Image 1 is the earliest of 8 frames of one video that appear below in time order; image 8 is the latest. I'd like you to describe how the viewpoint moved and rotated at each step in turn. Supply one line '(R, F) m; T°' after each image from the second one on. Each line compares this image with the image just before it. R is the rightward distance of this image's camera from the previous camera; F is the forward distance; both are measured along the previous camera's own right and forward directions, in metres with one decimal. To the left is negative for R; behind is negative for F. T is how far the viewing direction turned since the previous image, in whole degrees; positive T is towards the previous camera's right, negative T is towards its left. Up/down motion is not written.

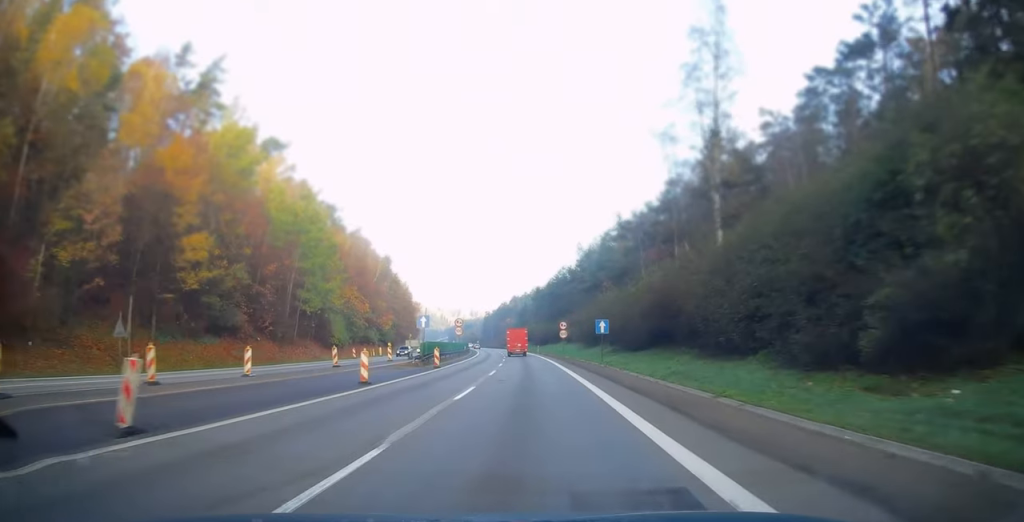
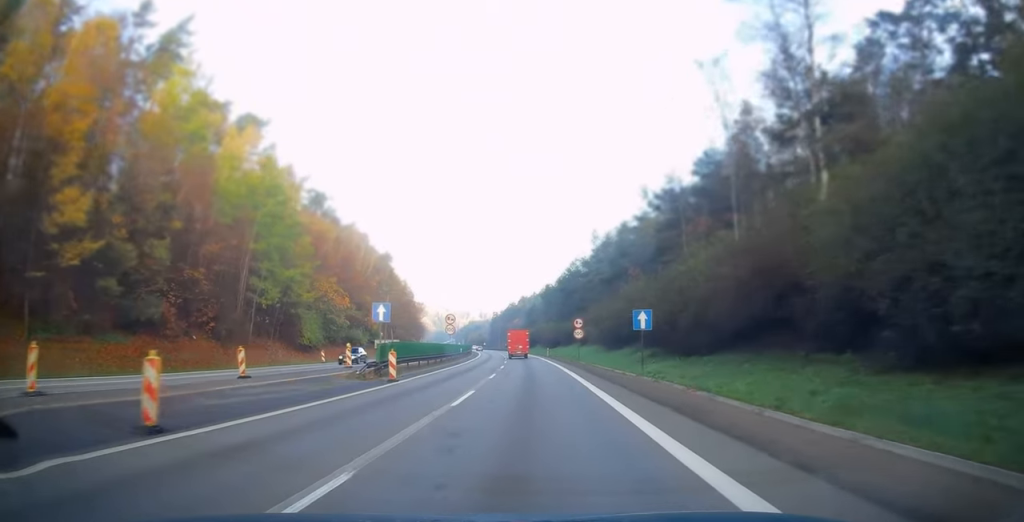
(0.0, +13.3) m; -1°
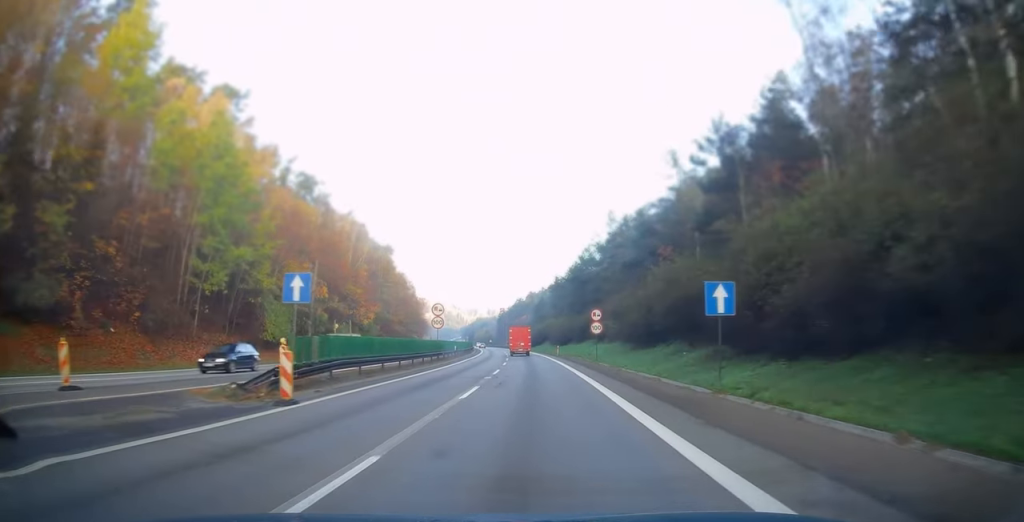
(-0.1, +11.4) m; -1°
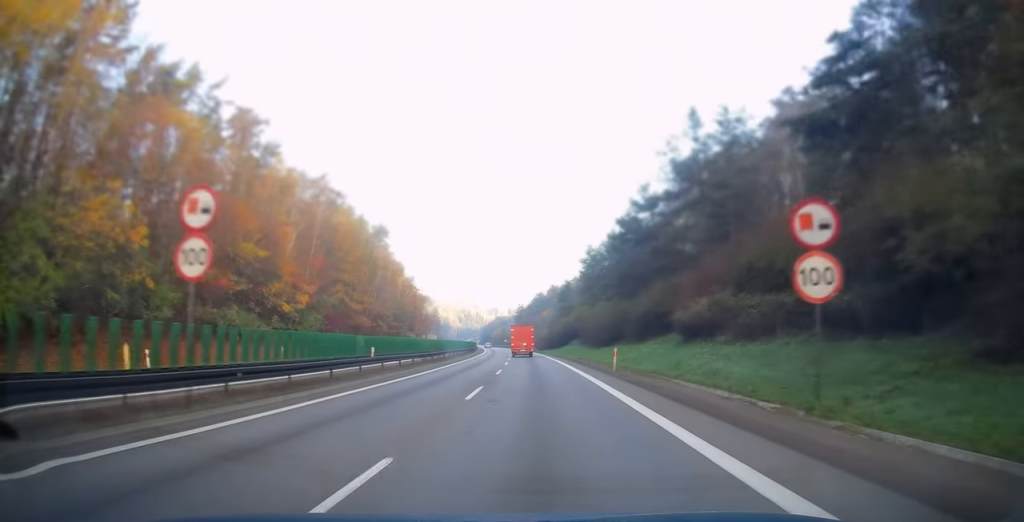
(-0.7, +36.6) m; -2°
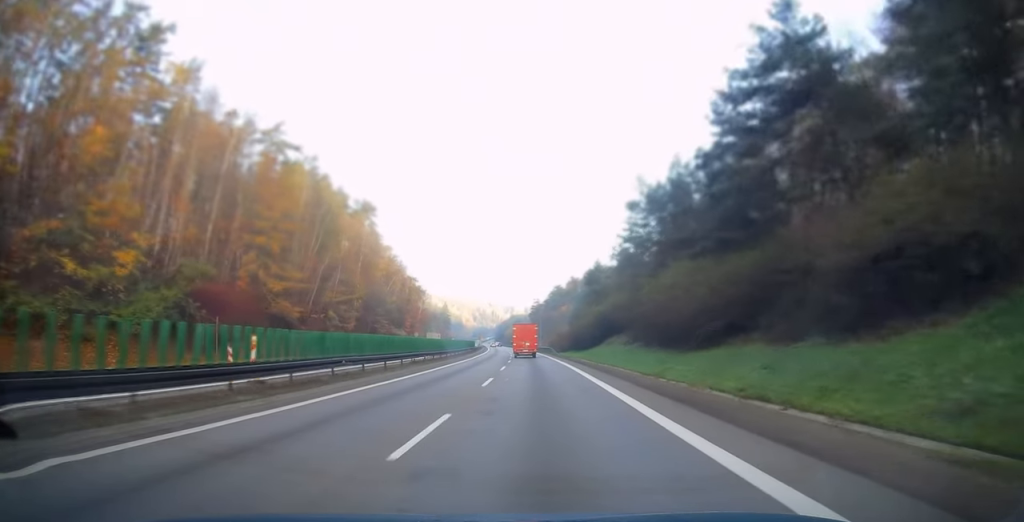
(-0.5, +32.0) m; -2°
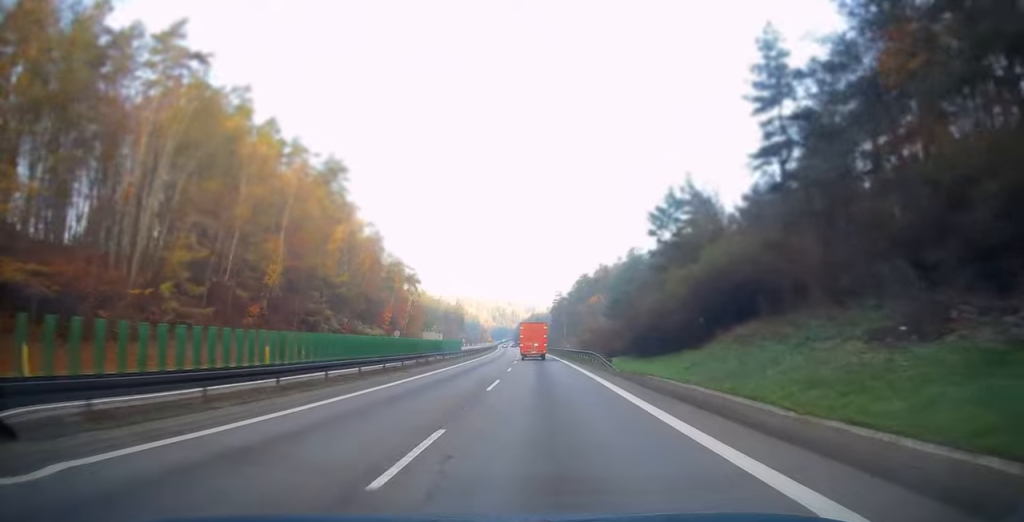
(-0.8, +37.7) m; -2°
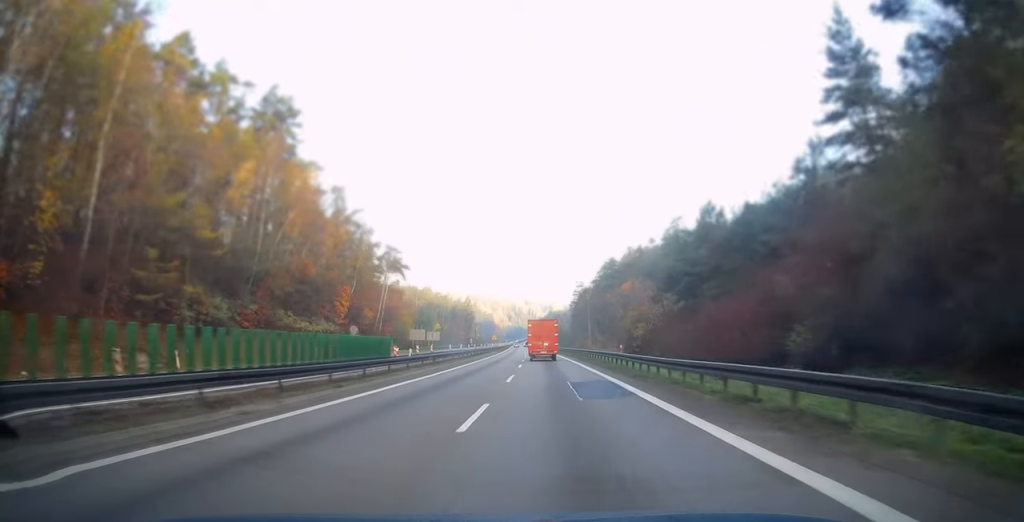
(-0.5, +32.6) m; -2°
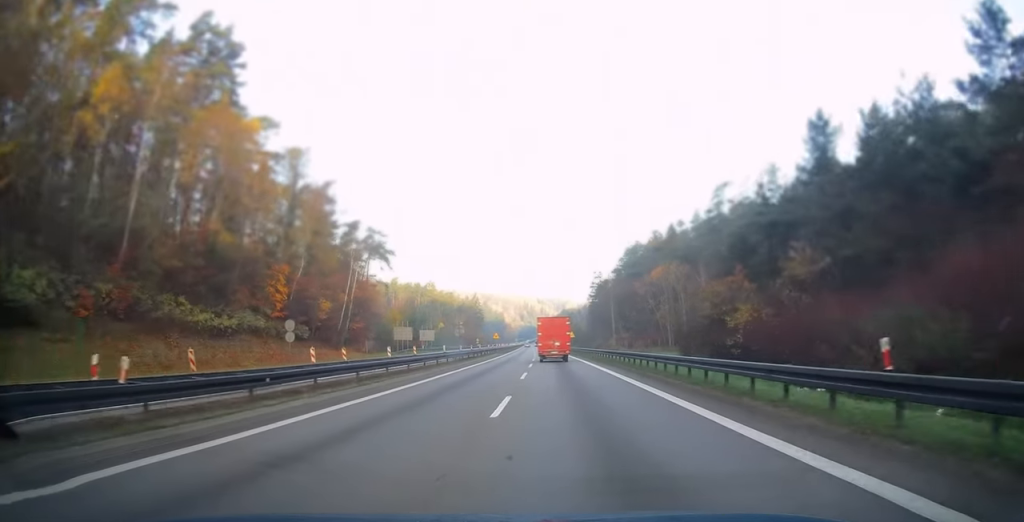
(-0.1, +22.5) m; -1°
